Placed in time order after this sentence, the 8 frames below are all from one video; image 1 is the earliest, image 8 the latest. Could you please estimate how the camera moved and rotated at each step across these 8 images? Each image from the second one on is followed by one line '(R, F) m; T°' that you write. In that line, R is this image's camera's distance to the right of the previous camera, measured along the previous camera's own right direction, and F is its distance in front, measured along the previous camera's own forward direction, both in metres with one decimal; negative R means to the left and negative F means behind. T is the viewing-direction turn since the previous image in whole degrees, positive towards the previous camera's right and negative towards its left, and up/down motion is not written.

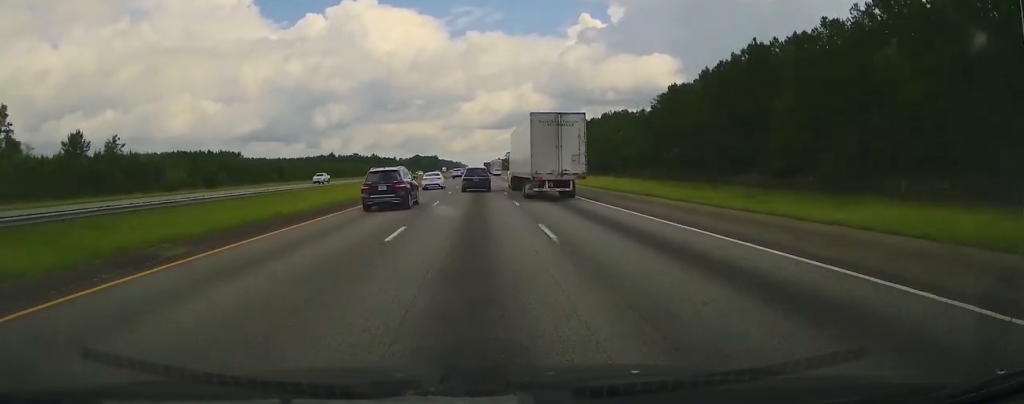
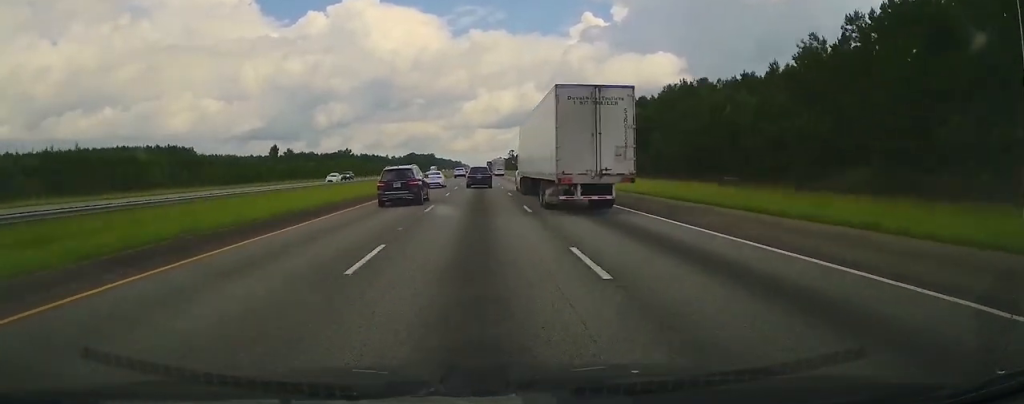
(-0.2, +64.8) m; 0°
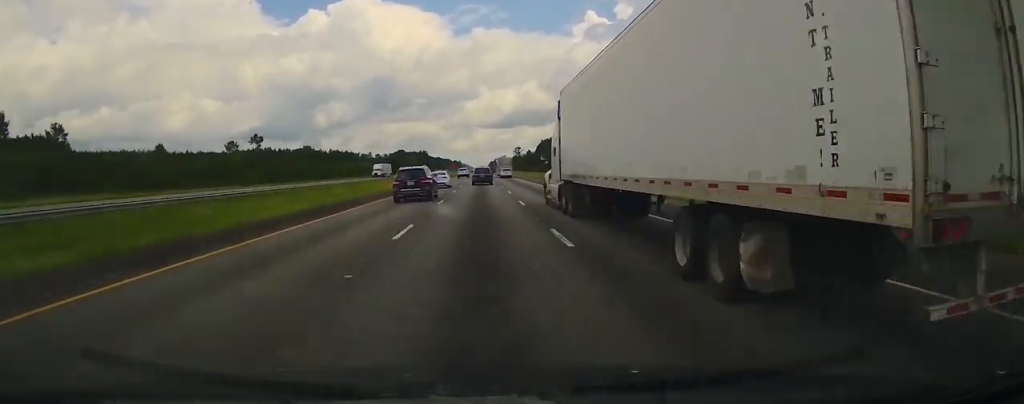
(+0.1, +106.2) m; 0°
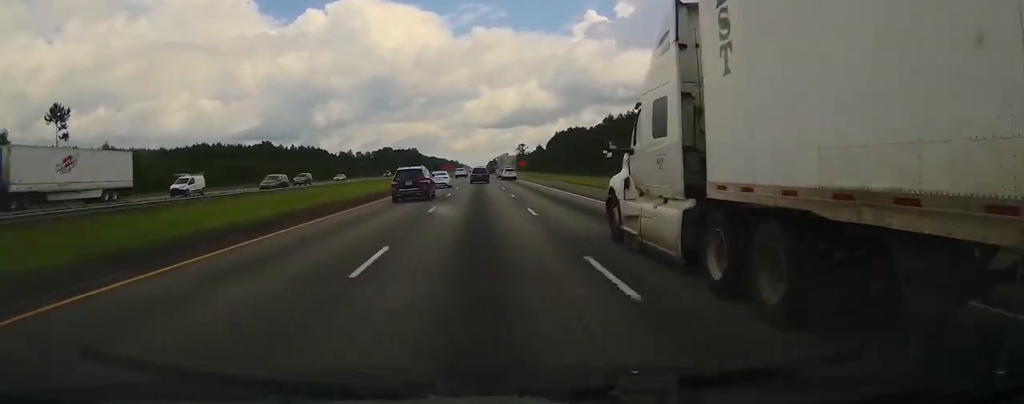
(+0.9, +78.0) m; 0°
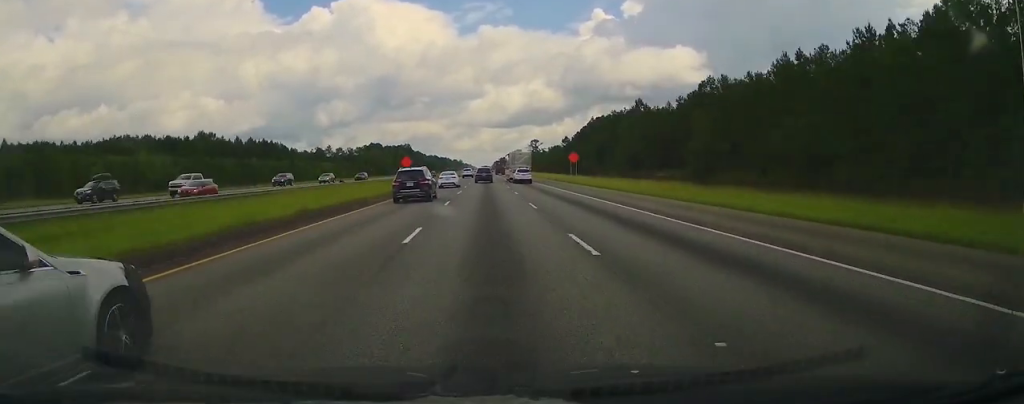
(-0.6, +82.1) m; 0°
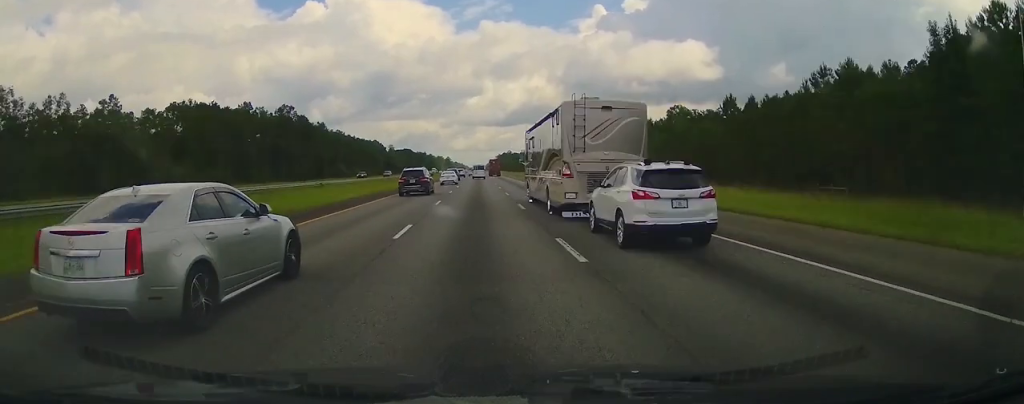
(+0.1, +257.8) m; 0°
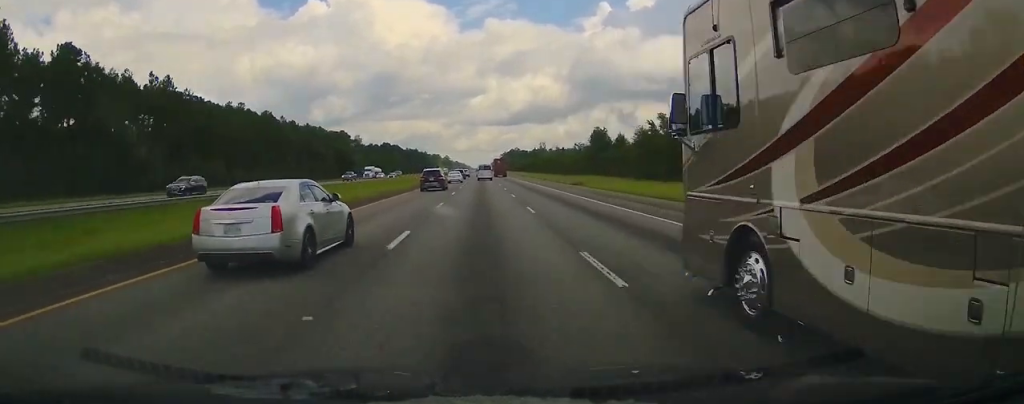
(0.0, +126.2) m; 0°
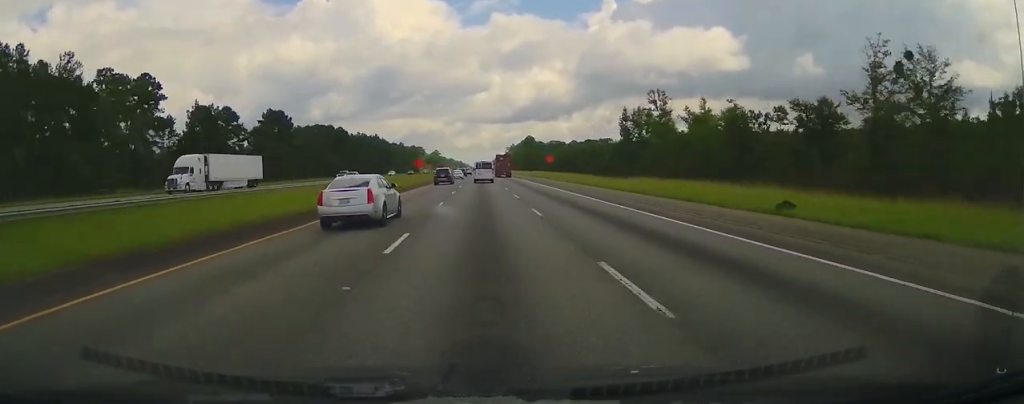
(-0.3, +221.8) m; 0°
